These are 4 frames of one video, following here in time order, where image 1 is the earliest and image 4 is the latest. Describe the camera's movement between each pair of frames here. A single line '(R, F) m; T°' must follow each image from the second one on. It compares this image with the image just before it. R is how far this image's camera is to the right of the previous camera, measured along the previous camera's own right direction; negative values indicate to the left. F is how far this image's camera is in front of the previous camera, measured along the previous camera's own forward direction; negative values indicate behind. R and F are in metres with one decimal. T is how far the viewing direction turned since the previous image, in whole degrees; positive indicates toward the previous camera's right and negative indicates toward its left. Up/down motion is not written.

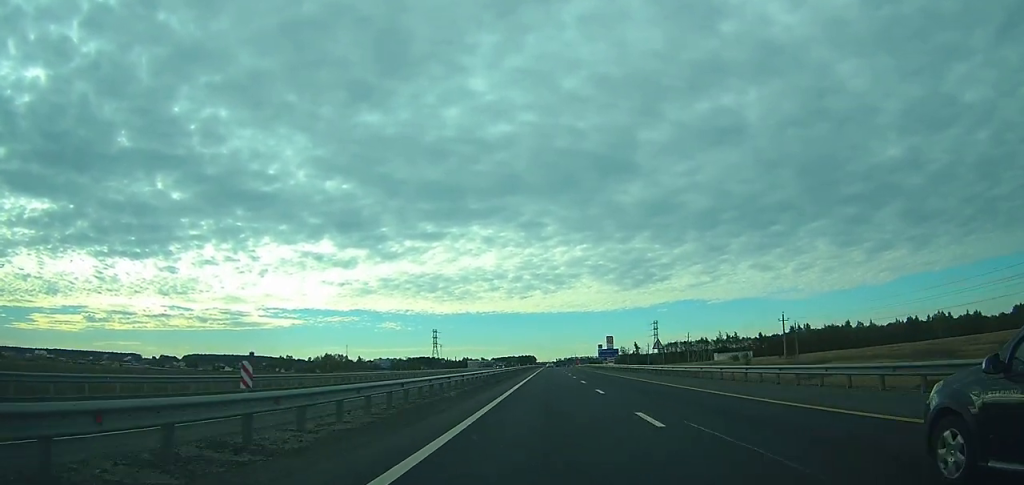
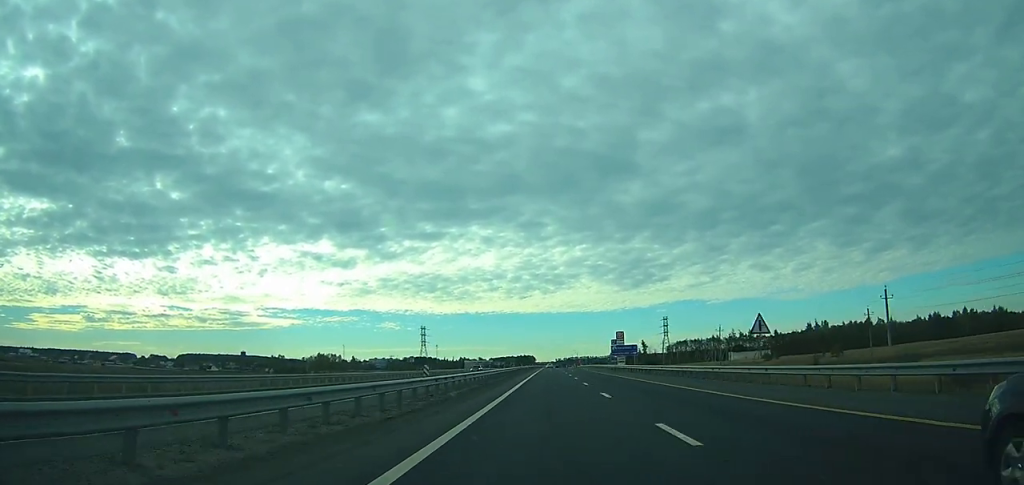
(0.0, +27.7) m; 0°
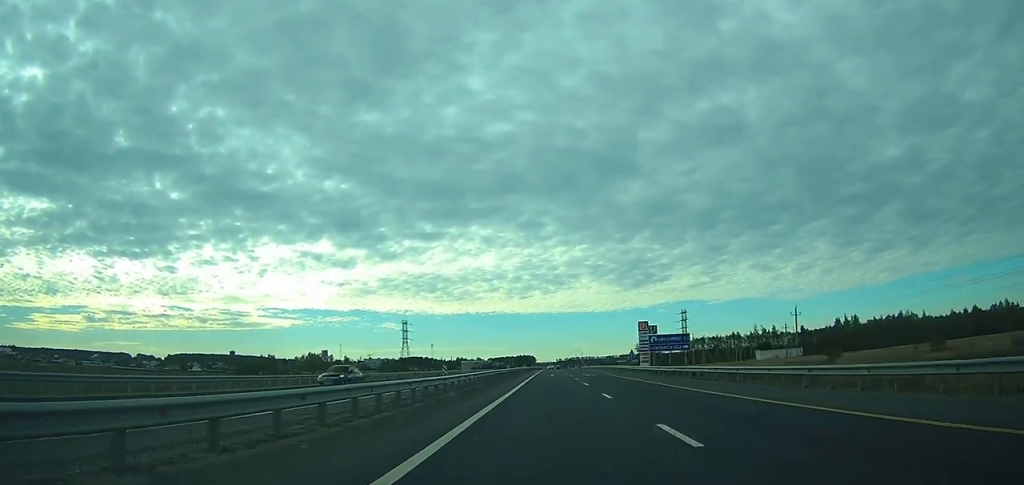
(0.0, +36.9) m; 0°
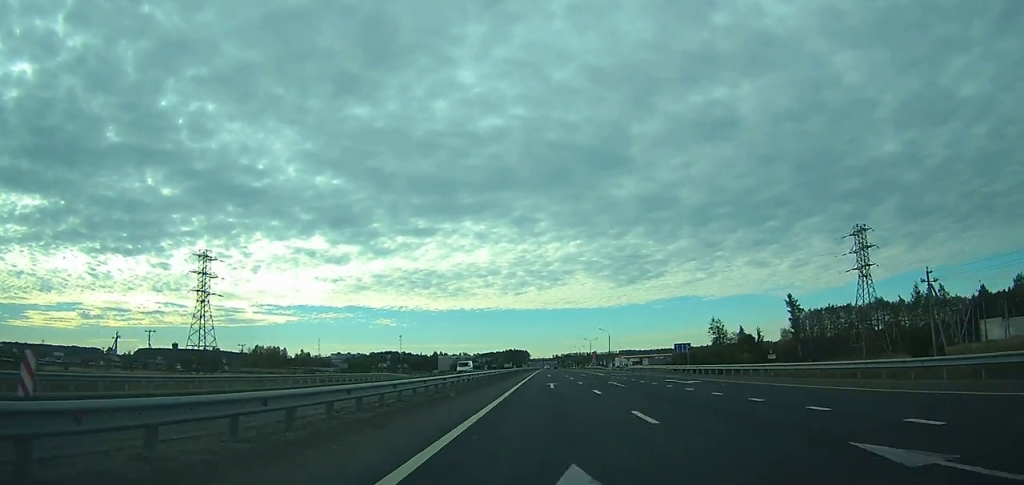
(+0.1, +137.2) m; 0°
